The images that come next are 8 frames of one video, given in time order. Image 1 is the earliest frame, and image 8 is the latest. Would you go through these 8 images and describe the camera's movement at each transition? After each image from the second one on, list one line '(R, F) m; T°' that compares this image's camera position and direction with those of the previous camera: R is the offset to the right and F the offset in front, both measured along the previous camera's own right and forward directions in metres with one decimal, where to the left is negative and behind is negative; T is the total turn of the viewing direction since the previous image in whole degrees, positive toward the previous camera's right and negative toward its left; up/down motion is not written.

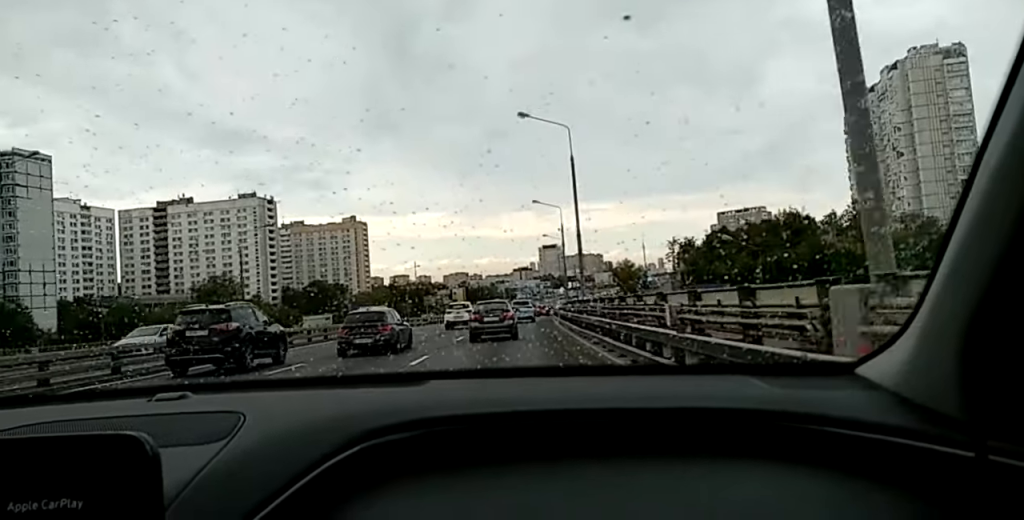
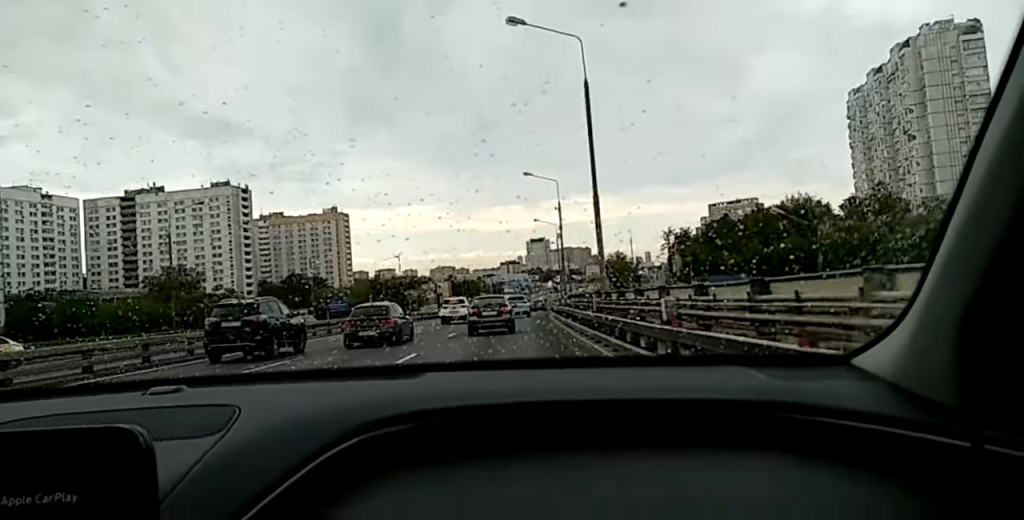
(0.0, +12.2) m; 0°
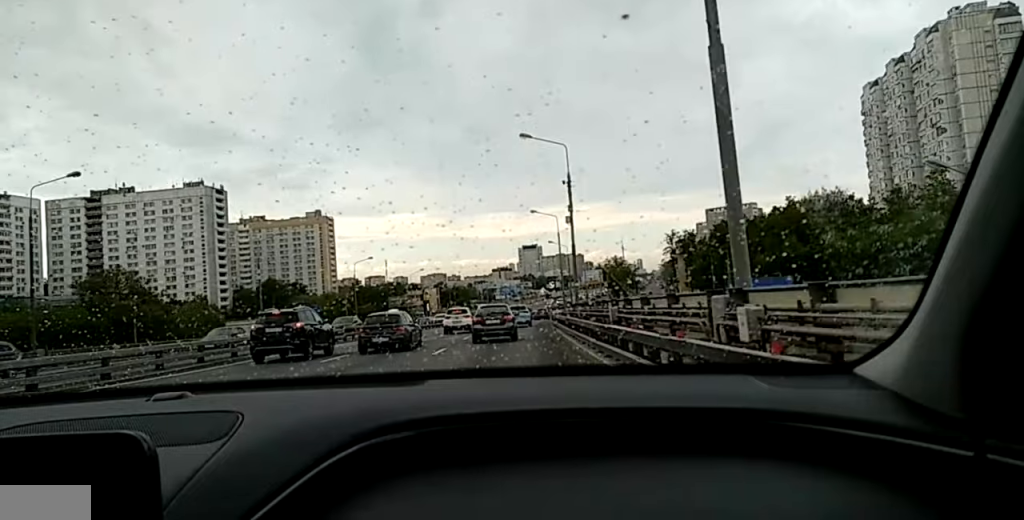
(0.0, +17.1) m; 0°
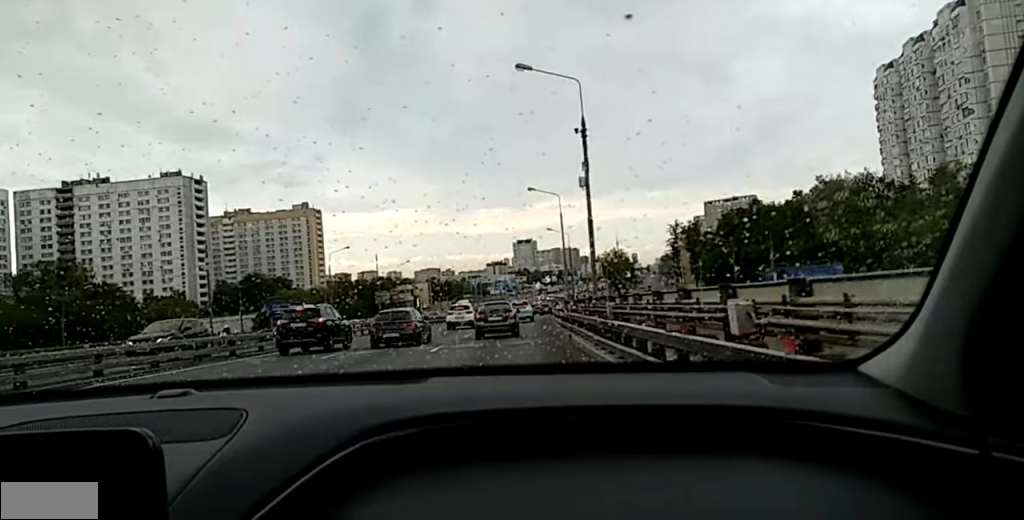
(0.0, +12.4) m; +1°
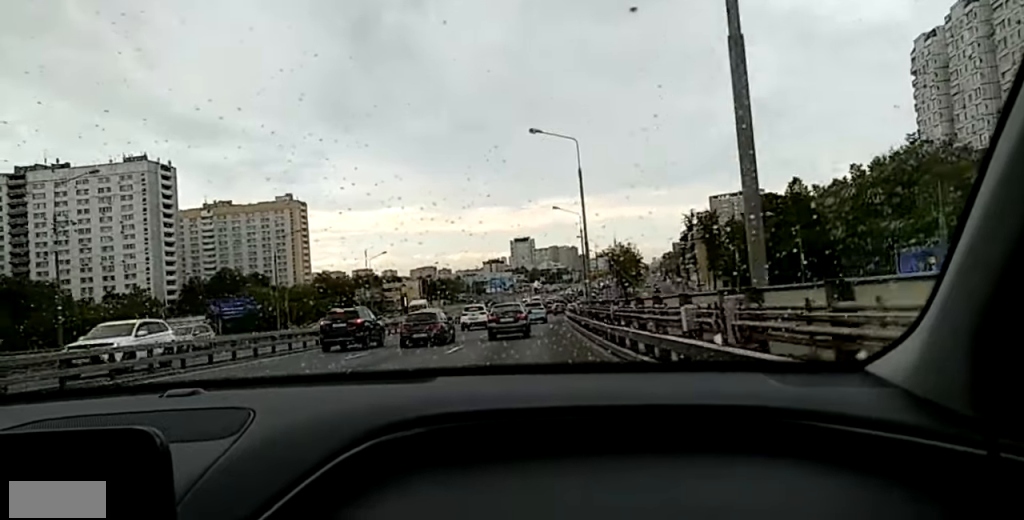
(+0.4, +21.4) m; +1°
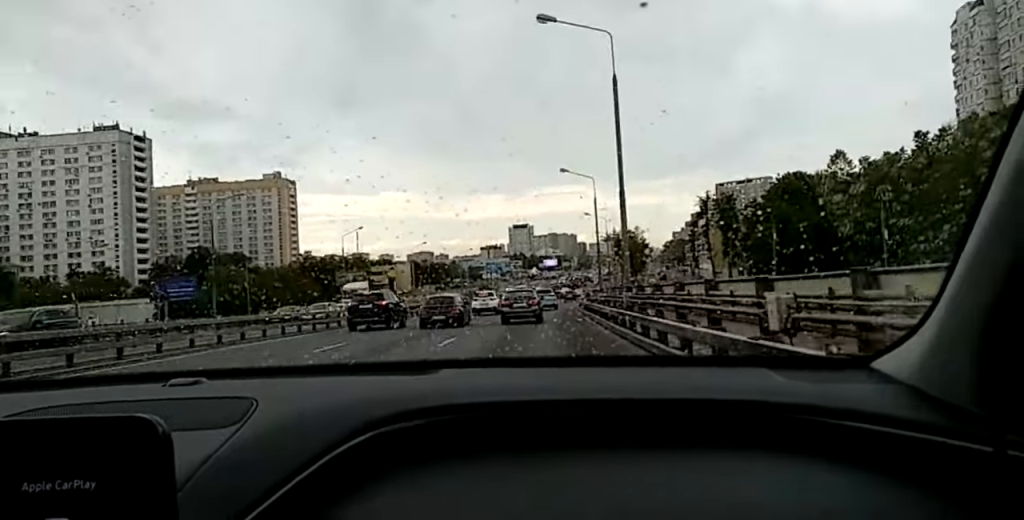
(-0.1, +16.0) m; 0°
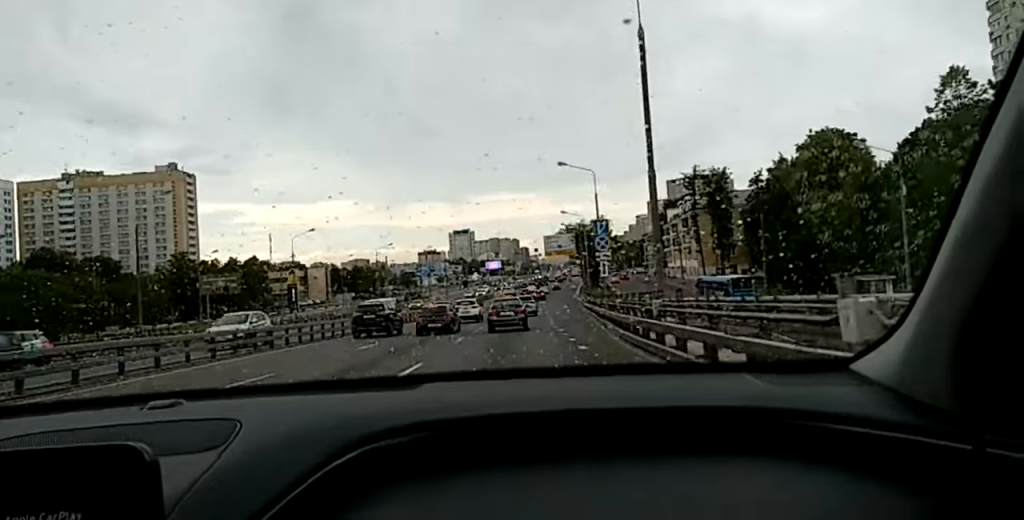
(+0.6, +40.7) m; +3°
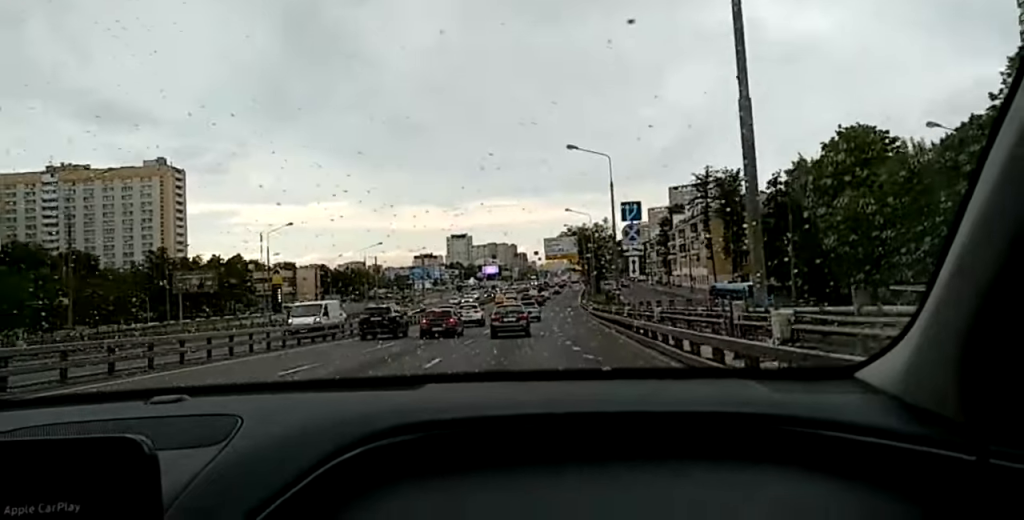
(+0.1, +8.4) m; +1°
